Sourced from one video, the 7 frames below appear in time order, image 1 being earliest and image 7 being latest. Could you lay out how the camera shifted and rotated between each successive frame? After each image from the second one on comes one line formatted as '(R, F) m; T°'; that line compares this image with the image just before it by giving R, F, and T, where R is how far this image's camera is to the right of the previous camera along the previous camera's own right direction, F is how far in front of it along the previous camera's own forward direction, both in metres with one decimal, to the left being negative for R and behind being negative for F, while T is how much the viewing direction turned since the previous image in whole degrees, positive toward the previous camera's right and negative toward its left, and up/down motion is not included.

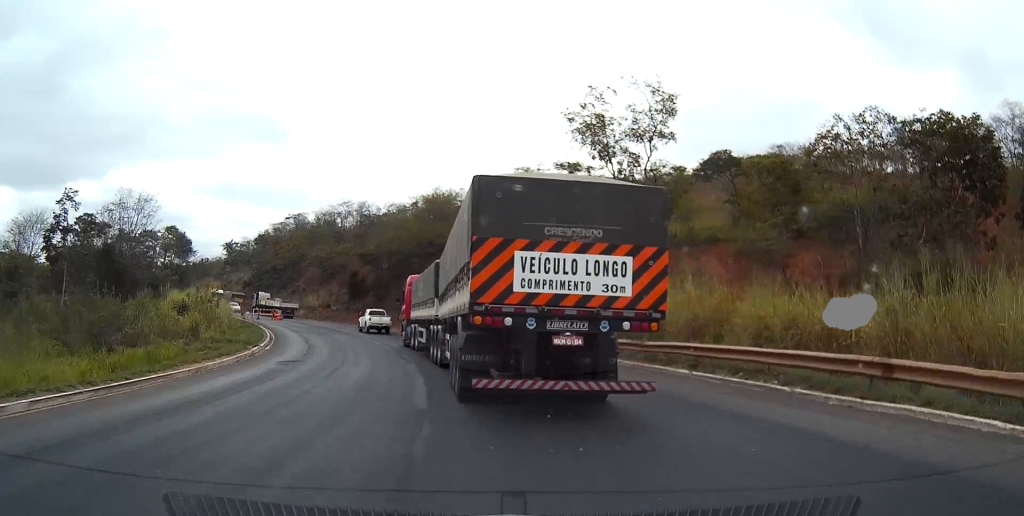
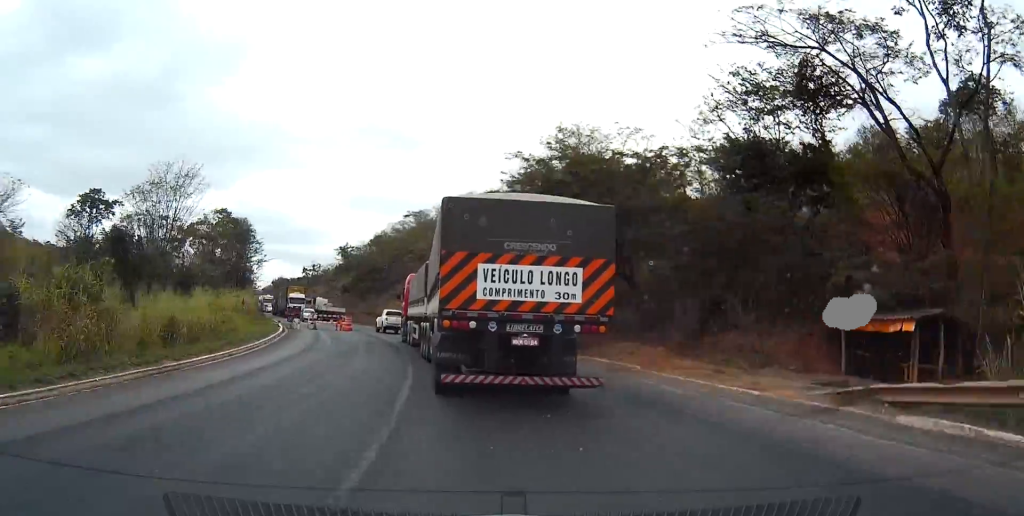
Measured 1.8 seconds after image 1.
(-3.2, +26.9) m; -12°
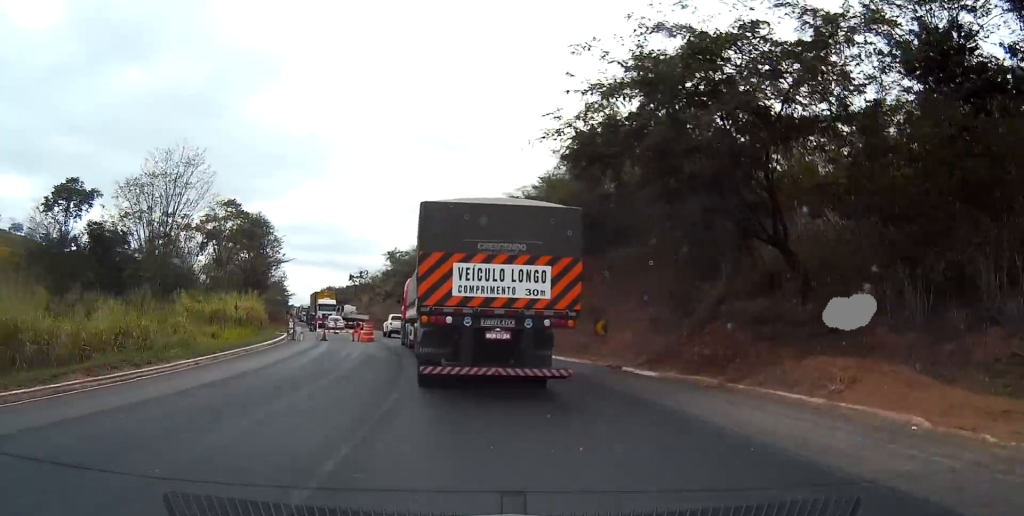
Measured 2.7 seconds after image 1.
(-0.2, +13.3) m; -4°
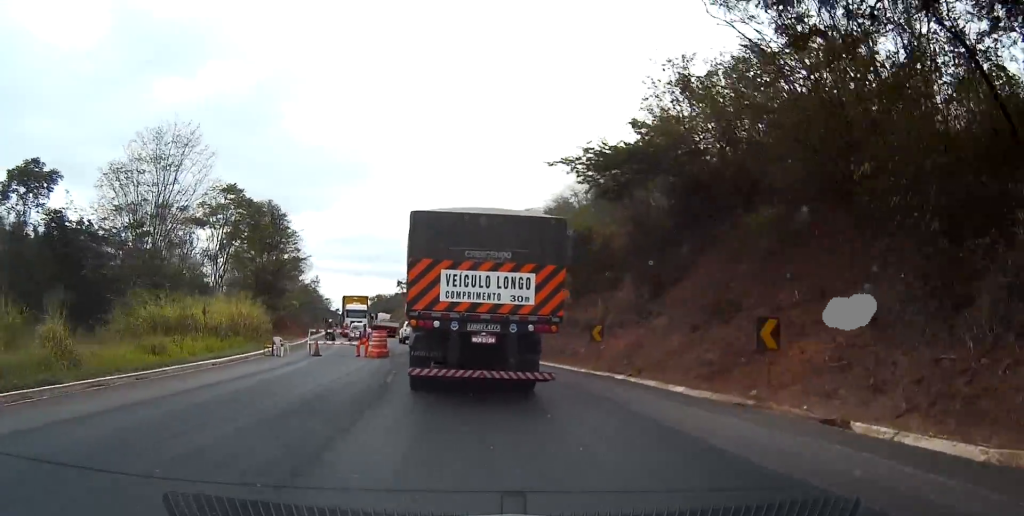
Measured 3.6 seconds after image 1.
(-0.6, +13.1) m; -5°
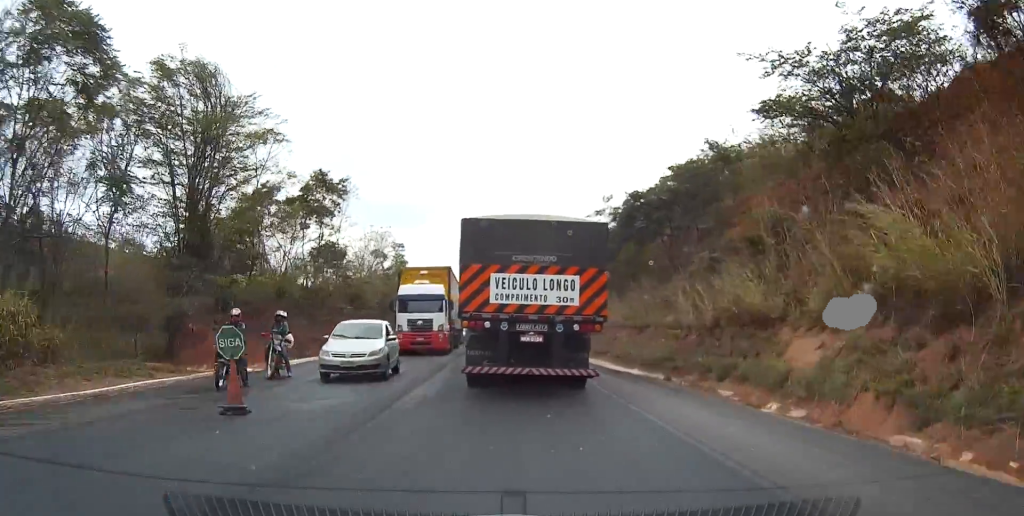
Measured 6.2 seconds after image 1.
(-3.8, +39.7) m; -10°
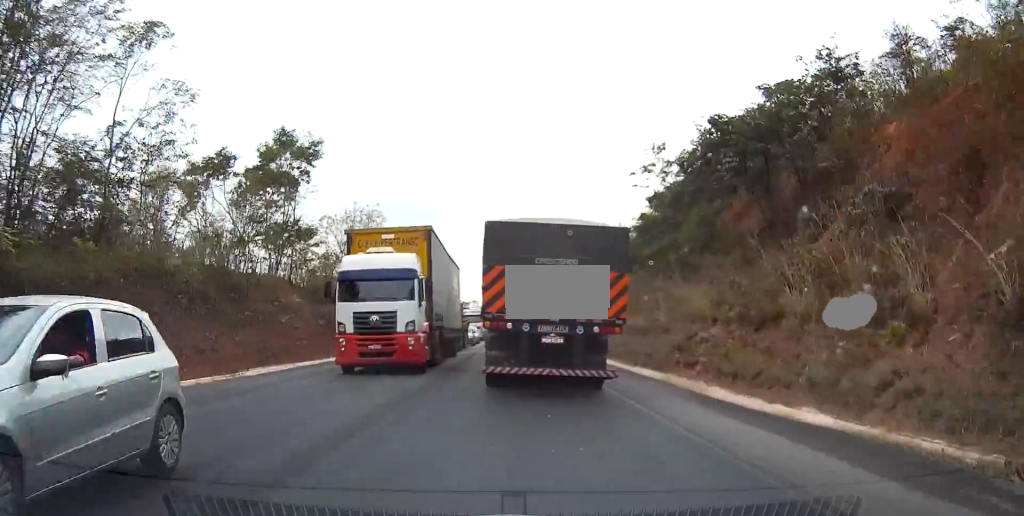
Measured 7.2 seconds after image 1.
(-0.2, +14.6) m; -1°
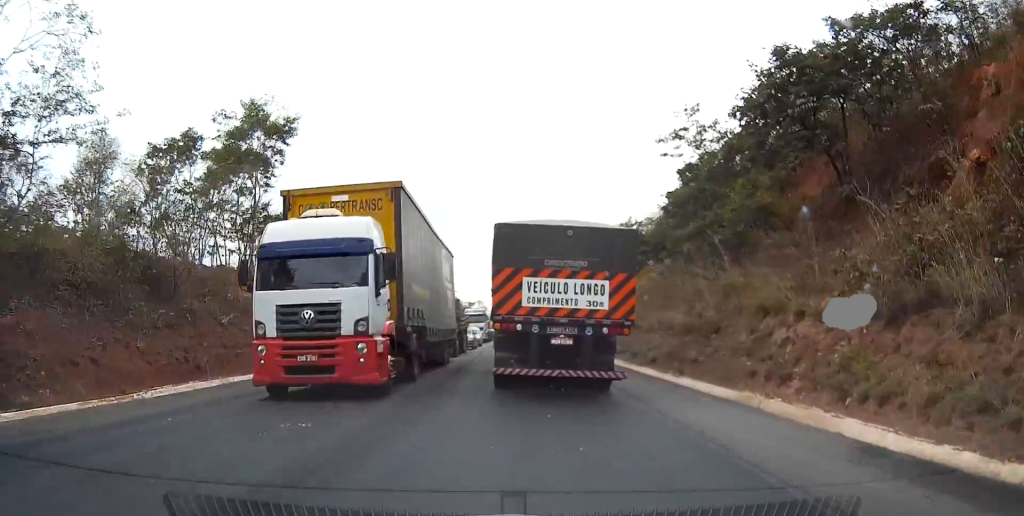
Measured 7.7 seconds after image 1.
(0.0, +7.0) m; 0°
